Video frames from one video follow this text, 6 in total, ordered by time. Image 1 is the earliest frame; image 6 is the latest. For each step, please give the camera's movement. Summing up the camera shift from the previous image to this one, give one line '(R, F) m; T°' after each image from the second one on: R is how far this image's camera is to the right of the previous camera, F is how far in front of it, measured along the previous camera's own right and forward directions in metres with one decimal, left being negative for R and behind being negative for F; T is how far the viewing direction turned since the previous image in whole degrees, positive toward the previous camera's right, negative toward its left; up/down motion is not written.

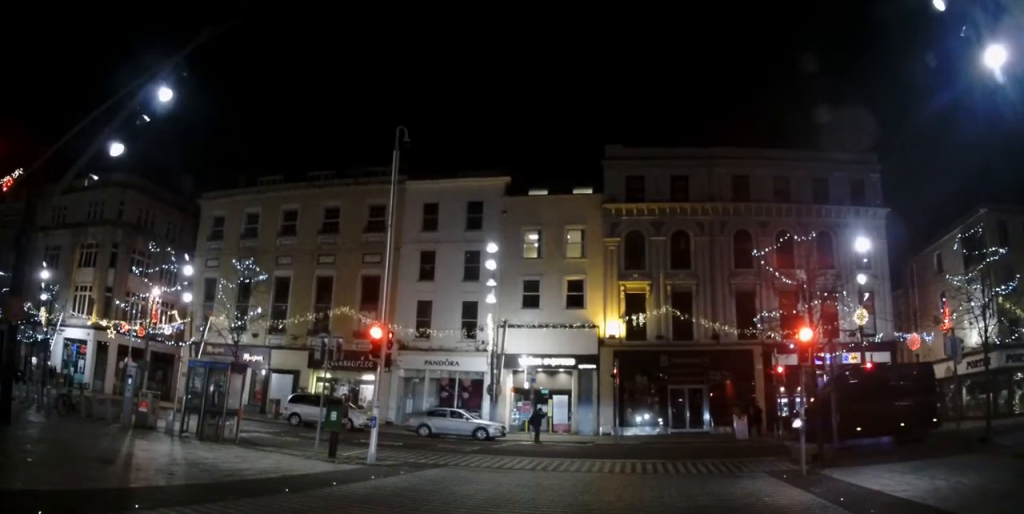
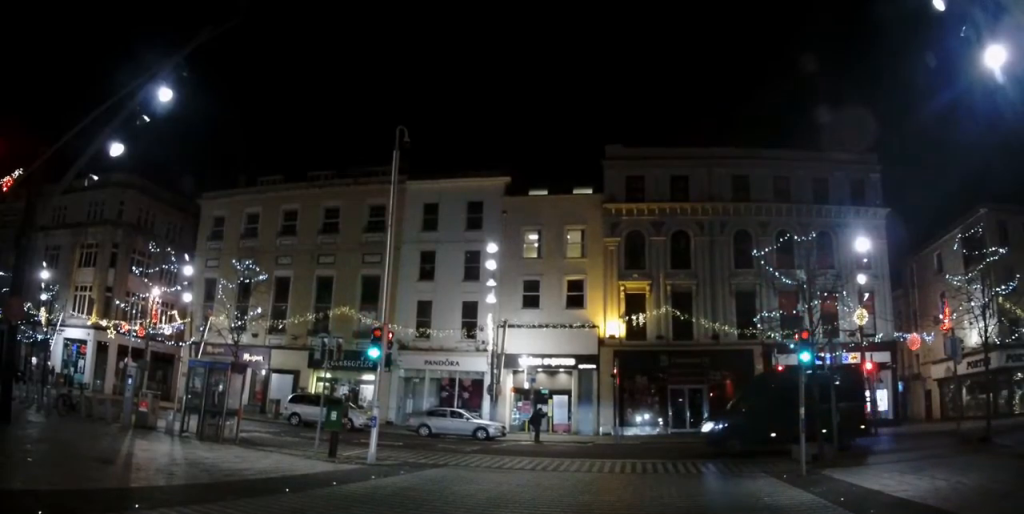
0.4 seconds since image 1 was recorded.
(0.0, 0.0) m; 0°
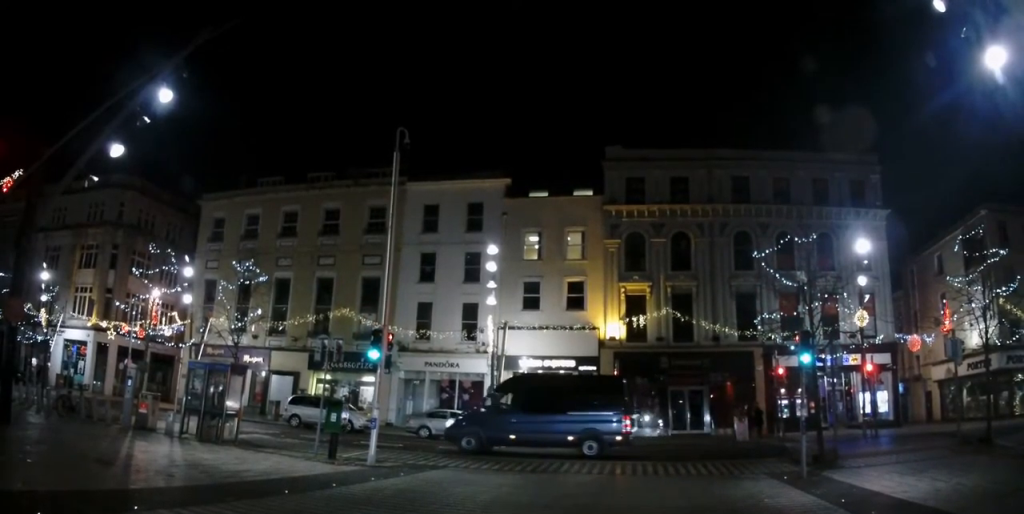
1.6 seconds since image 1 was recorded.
(0.0, 0.0) m; 0°
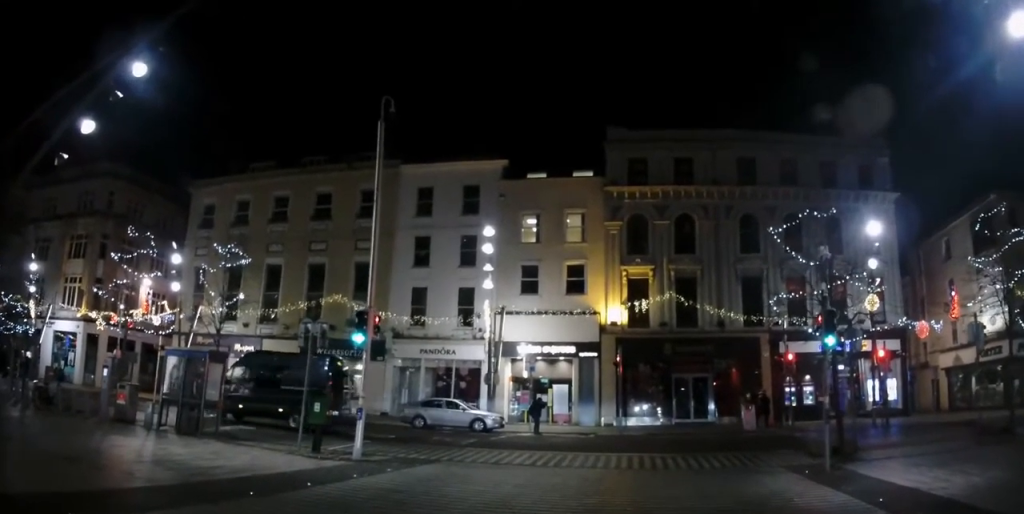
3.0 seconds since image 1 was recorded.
(-0.1, +0.9) m; 0°
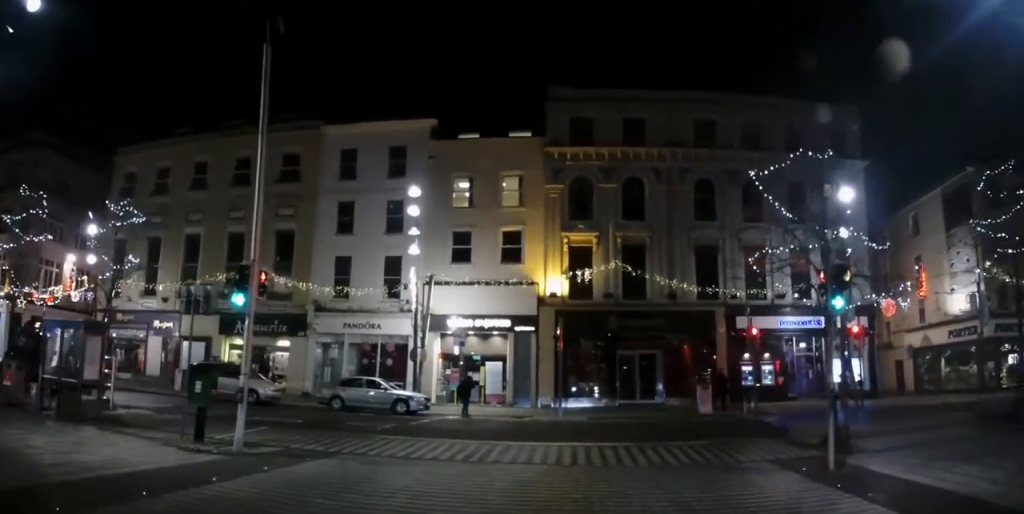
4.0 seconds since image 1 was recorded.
(0.0, +2.3) m; -1°
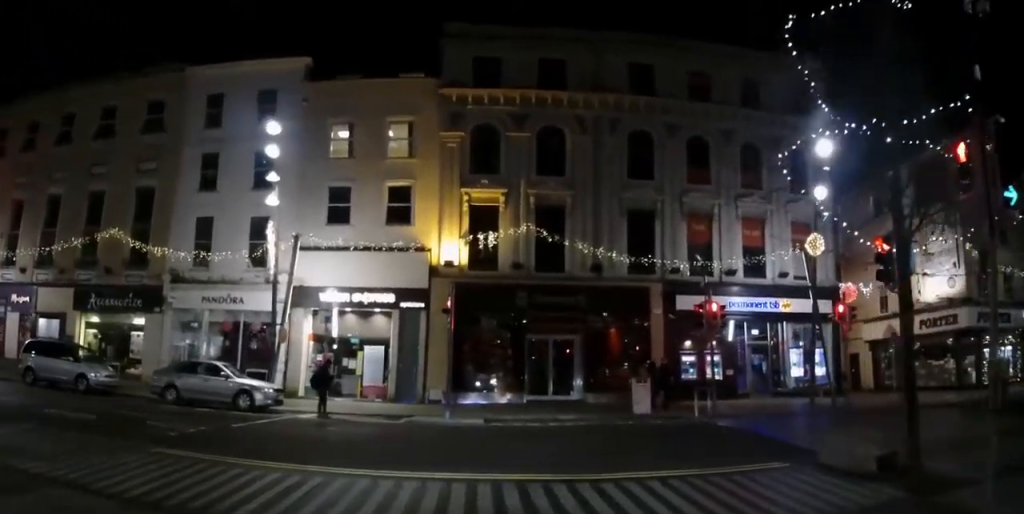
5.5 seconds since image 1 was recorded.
(-0.3, +5.3) m; +2°
